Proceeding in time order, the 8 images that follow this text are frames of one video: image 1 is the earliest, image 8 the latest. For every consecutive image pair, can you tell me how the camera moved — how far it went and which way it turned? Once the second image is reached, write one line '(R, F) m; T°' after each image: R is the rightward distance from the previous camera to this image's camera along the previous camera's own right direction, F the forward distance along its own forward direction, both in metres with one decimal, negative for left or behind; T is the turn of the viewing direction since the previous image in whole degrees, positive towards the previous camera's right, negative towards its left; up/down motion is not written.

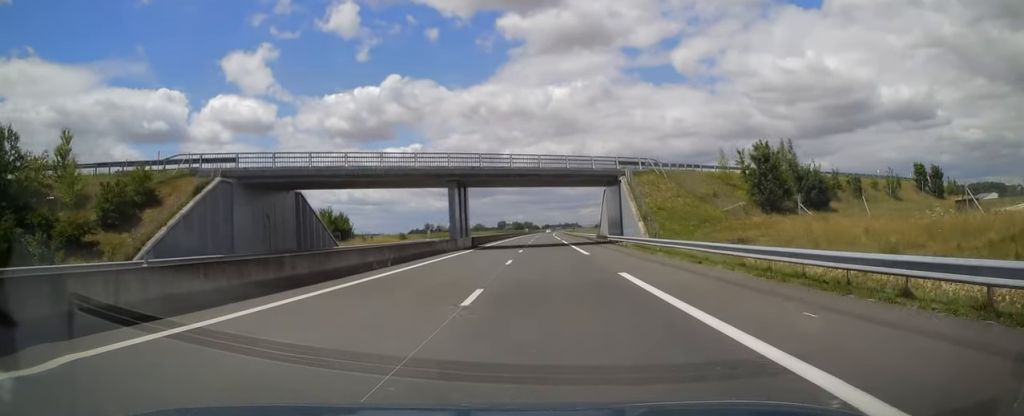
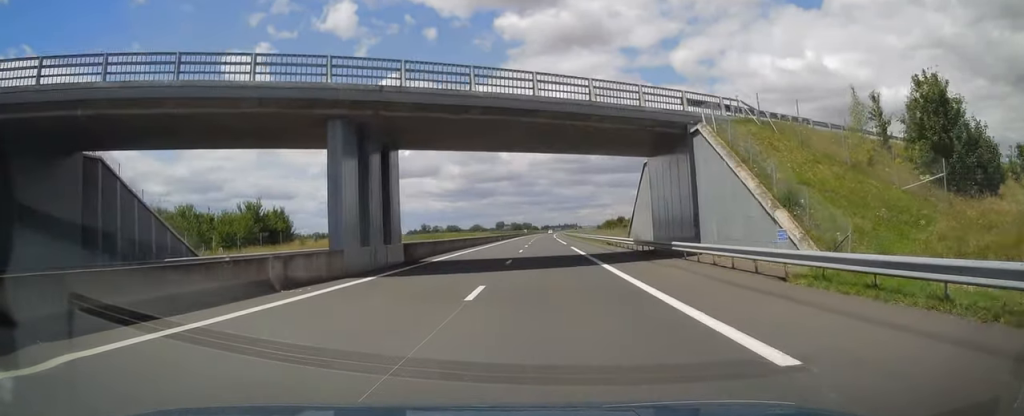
(-0.4, +24.9) m; 0°
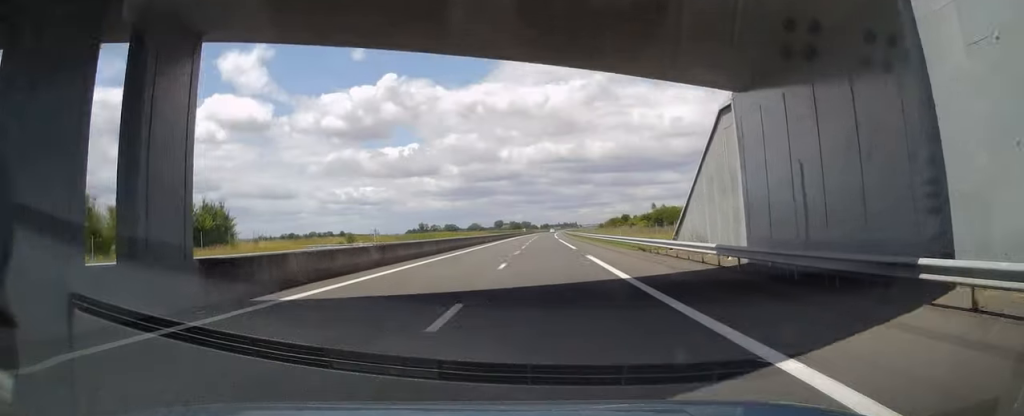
(+0.1, +16.6) m; 0°
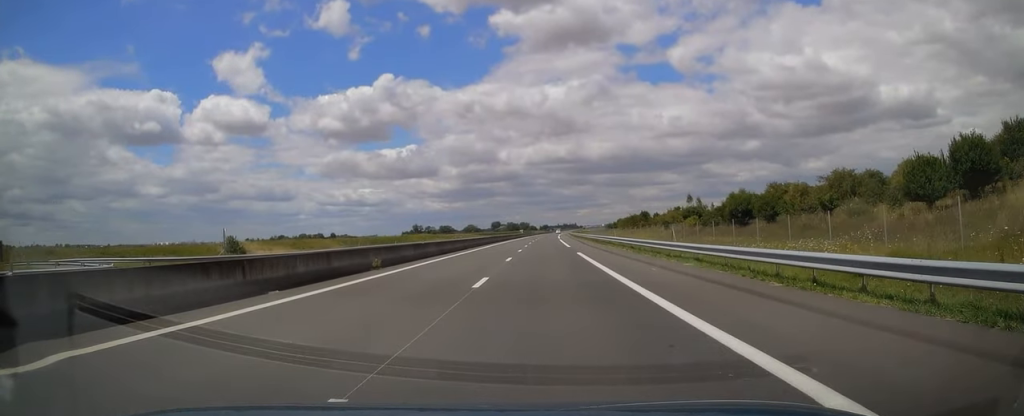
(+0.4, +45.0) m; 0°
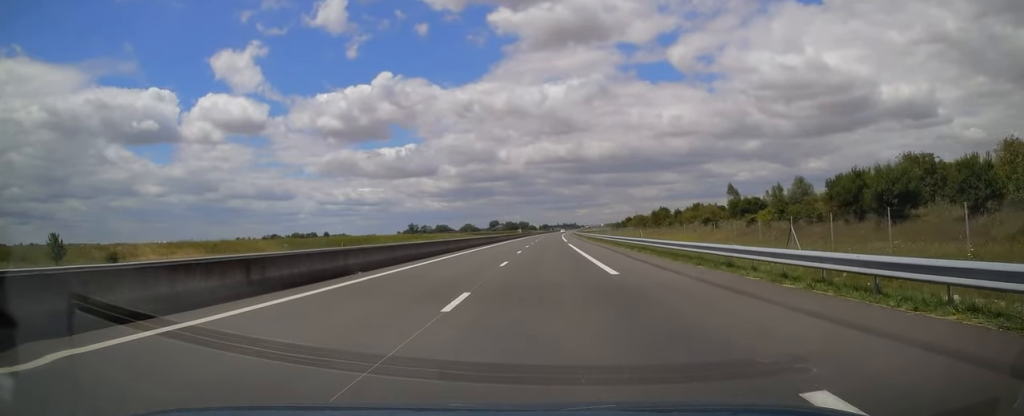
(0.0, +30.3) m; -1°
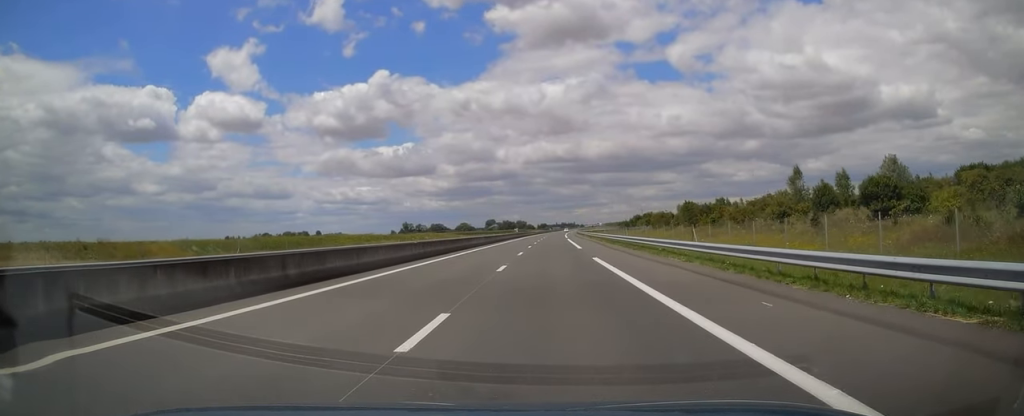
(-0.4, +29.4) m; 0°
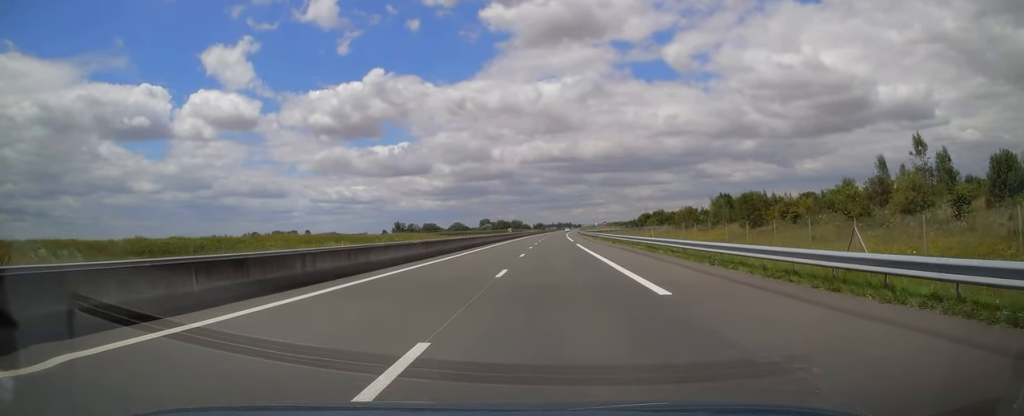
(+0.4, +28.4) m; +2°
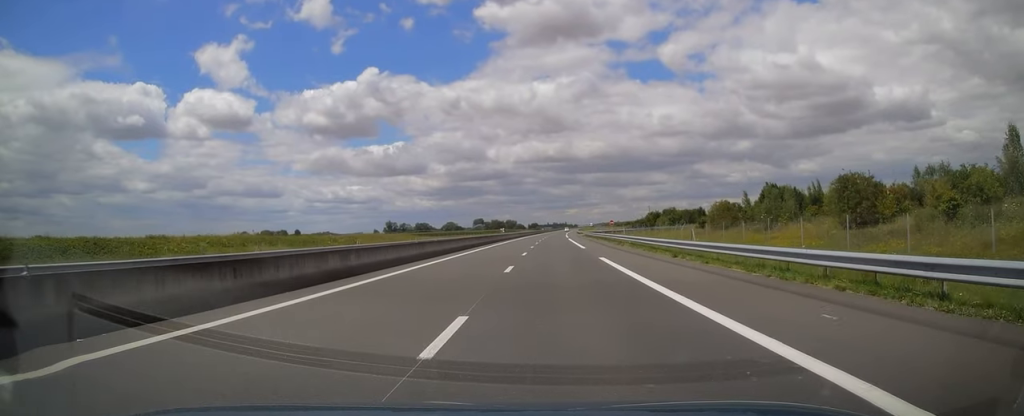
(+0.4, +23.4) m; 0°
